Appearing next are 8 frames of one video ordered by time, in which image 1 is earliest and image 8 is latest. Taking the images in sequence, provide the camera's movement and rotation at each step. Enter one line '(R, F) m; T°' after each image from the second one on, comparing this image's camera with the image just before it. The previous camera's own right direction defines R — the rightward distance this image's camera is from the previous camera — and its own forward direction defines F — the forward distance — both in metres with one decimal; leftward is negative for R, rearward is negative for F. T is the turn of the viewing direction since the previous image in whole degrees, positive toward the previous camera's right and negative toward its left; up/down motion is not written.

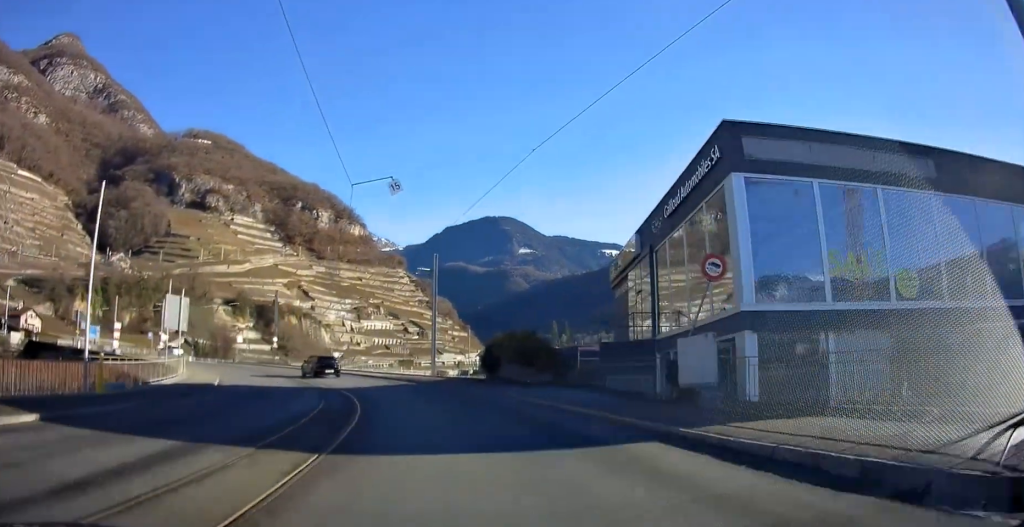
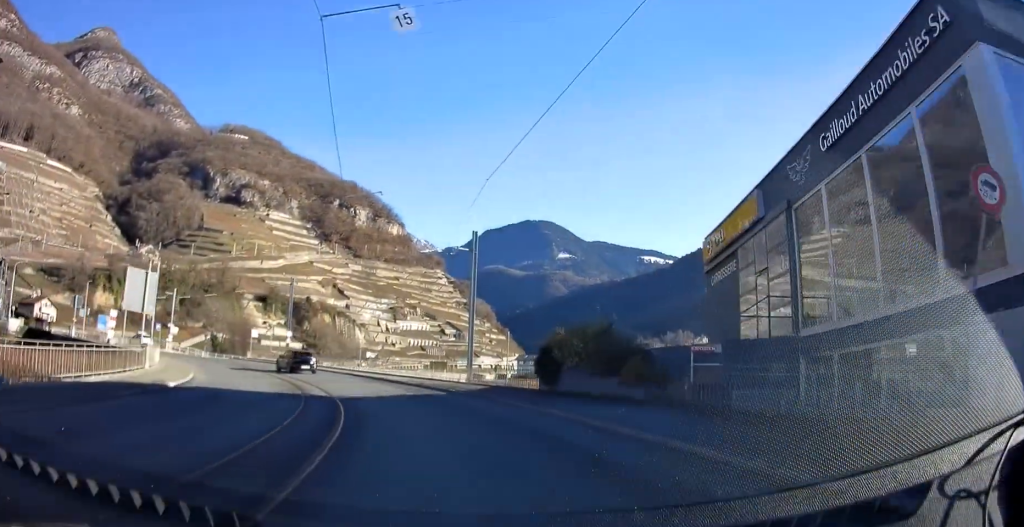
(-0.1, +7.7) m; -3°
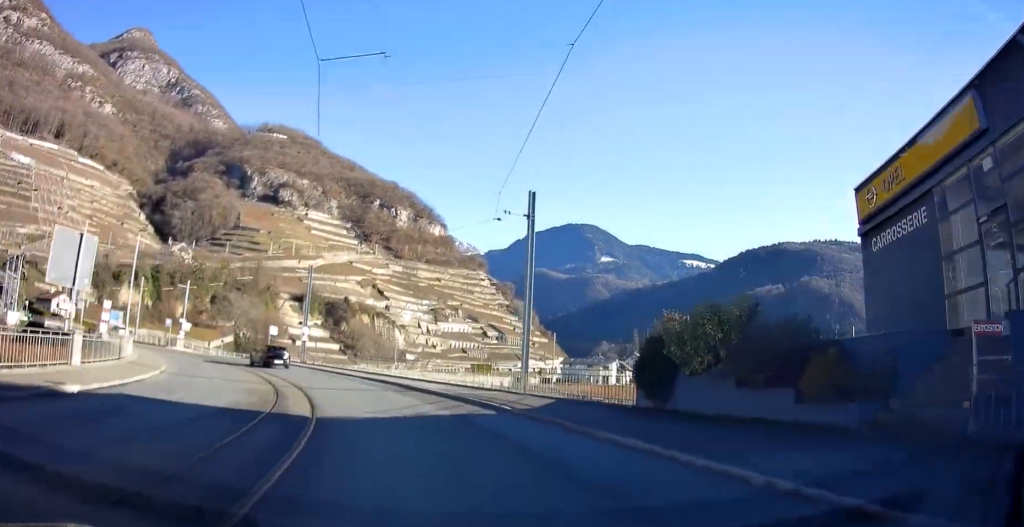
(-0.3, +8.2) m; -5°
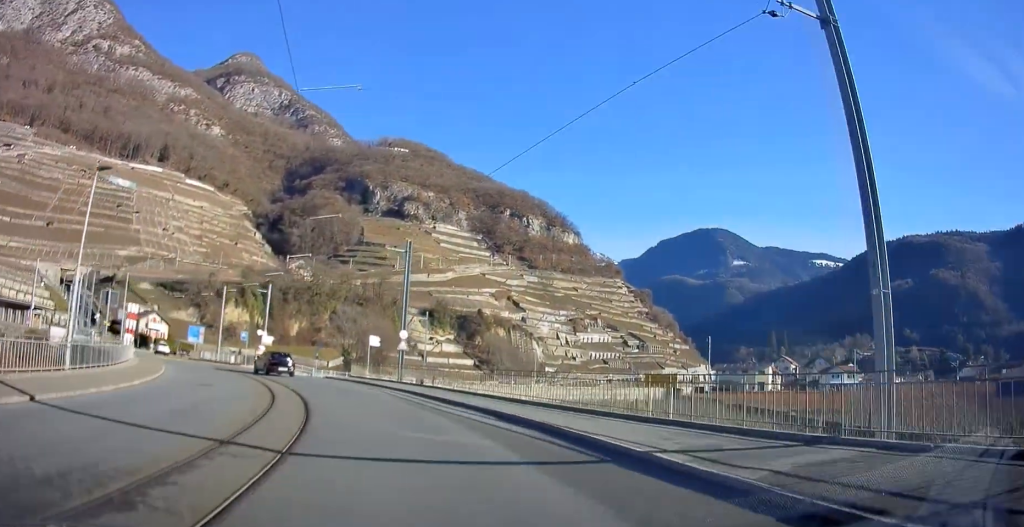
(-1.2, +14.5) m; -12°
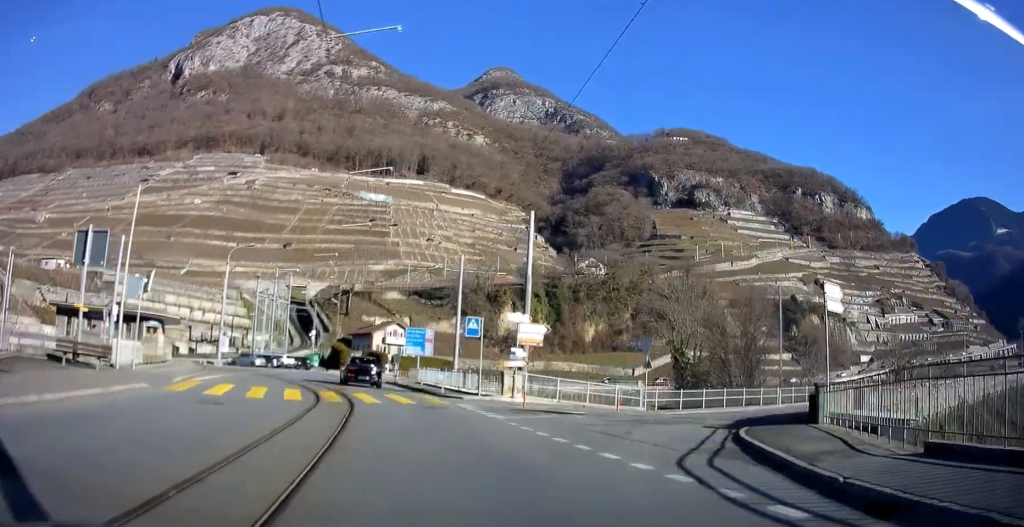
(-8.0, +30.9) m; -26°
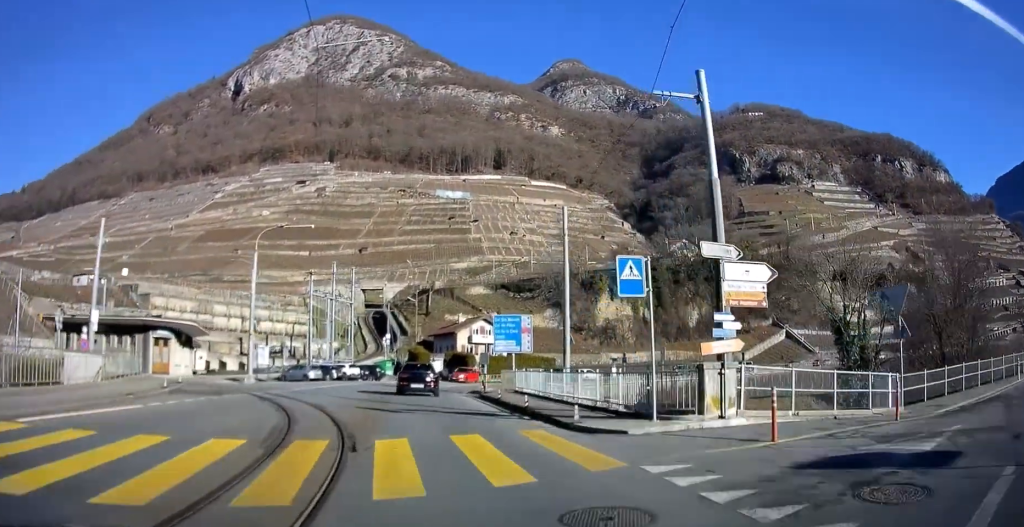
(-0.9, +12.8) m; -7°
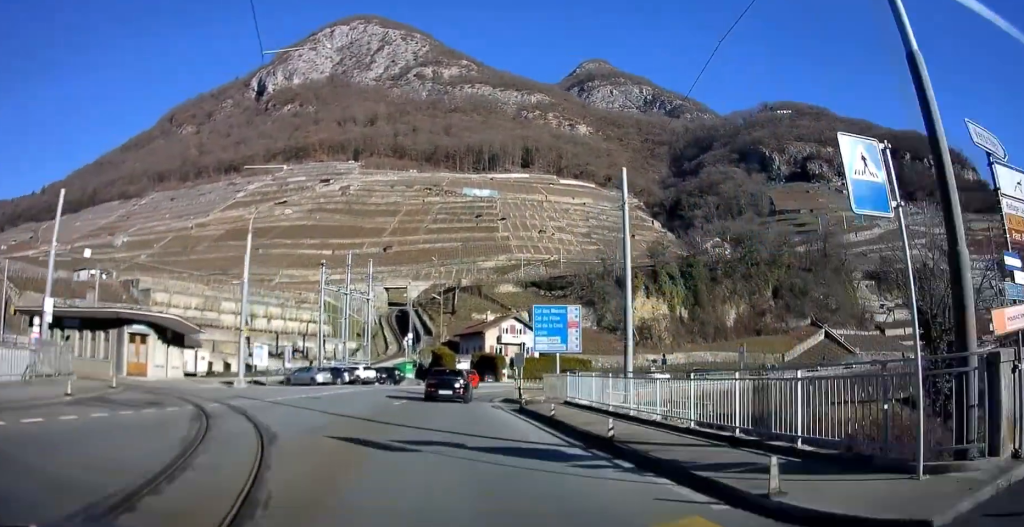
(-0.2, +6.9) m; -3°
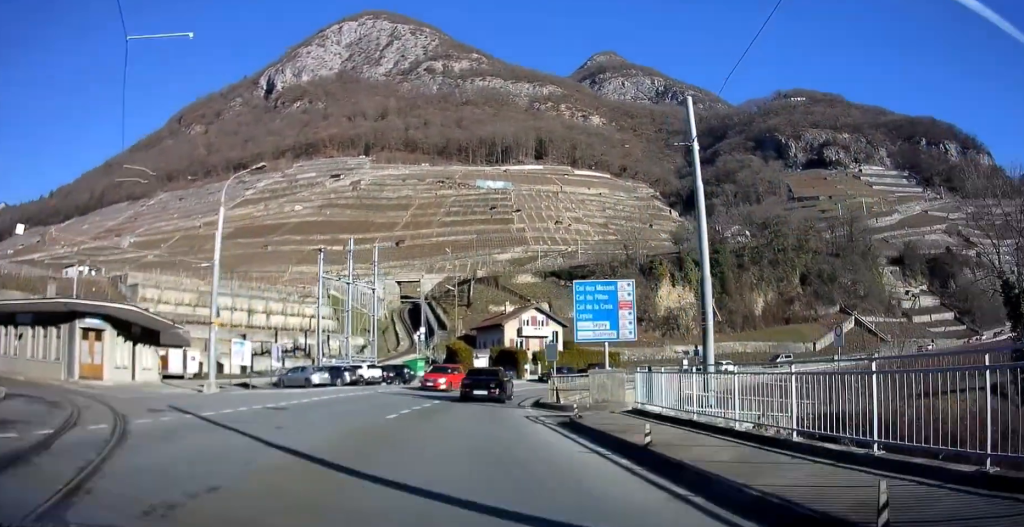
(0.0, +6.2) m; -1°
